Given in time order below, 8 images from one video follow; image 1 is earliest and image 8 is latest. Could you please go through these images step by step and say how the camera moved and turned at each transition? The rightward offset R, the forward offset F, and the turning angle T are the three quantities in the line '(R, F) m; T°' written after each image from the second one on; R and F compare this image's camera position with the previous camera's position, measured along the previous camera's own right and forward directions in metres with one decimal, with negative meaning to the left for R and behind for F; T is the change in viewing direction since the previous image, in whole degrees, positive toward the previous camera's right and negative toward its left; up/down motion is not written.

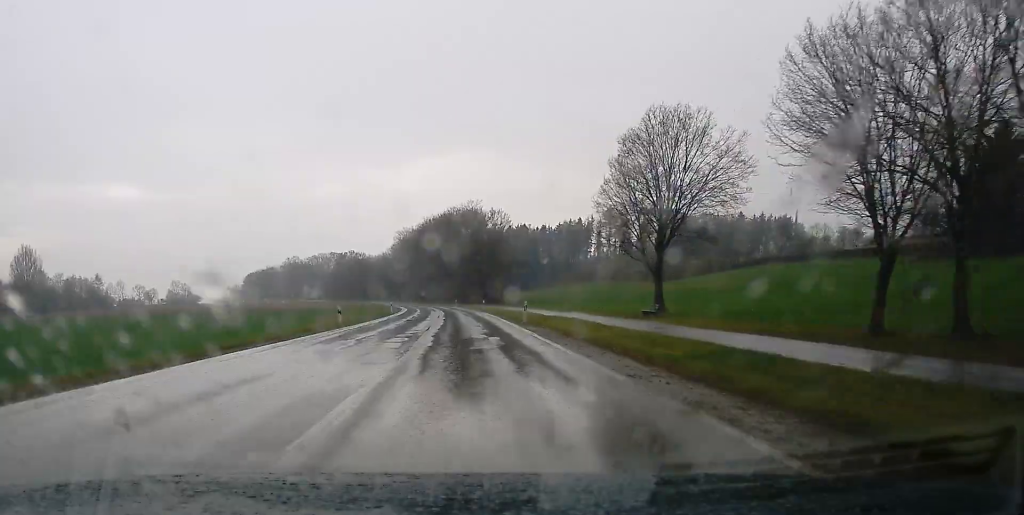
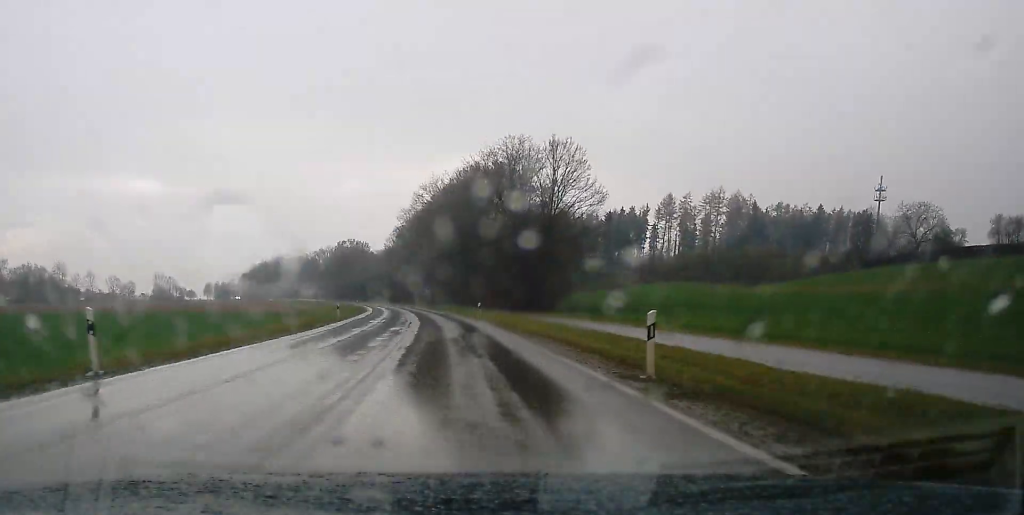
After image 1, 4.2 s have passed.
(-0.9, +68.4) m; -3°
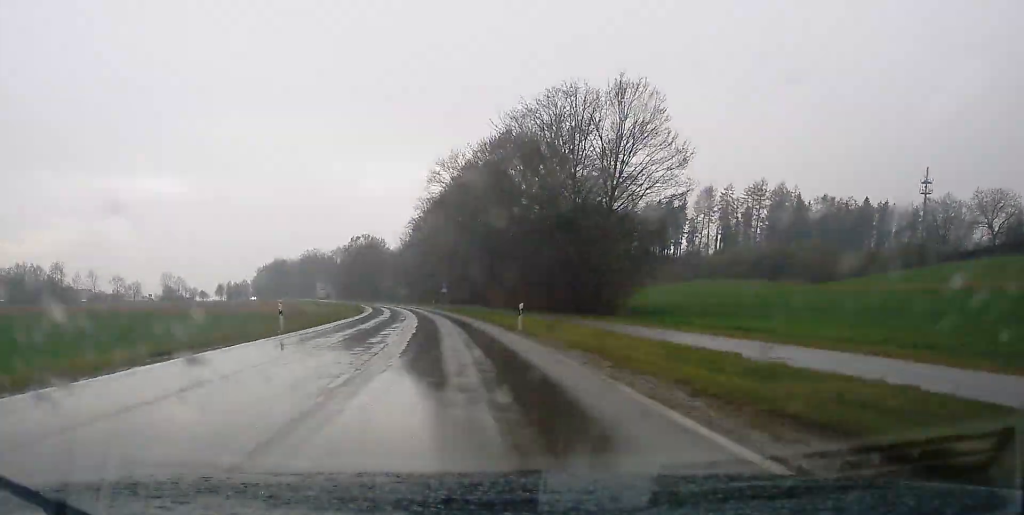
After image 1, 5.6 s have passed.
(-0.1, +22.7) m; -1°
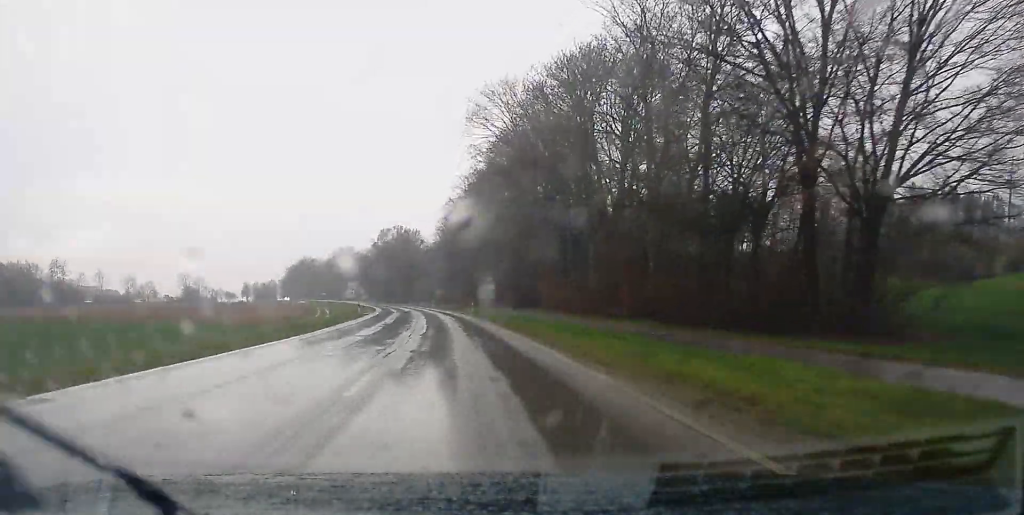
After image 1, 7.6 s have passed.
(-0.6, +34.4) m; -2°
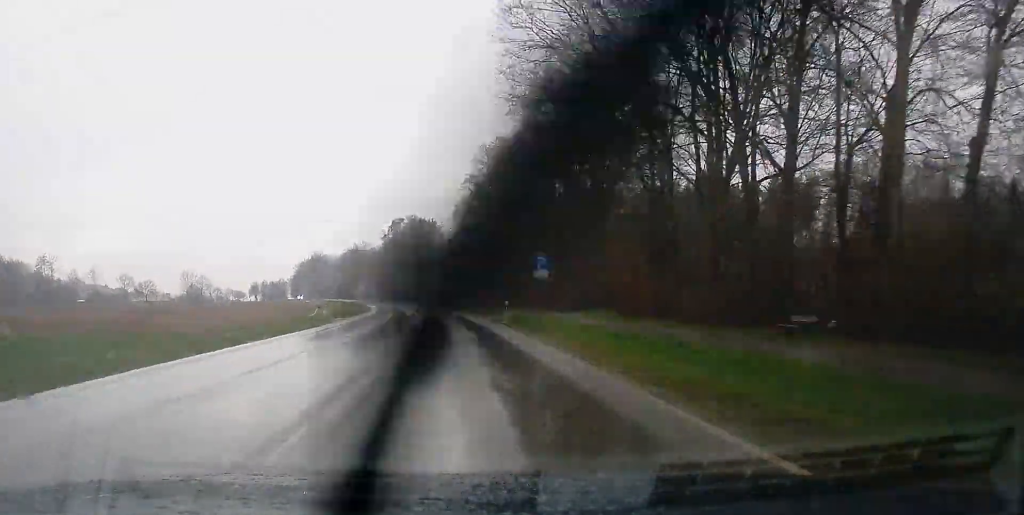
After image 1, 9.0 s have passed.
(-0.5, +23.8) m; -2°
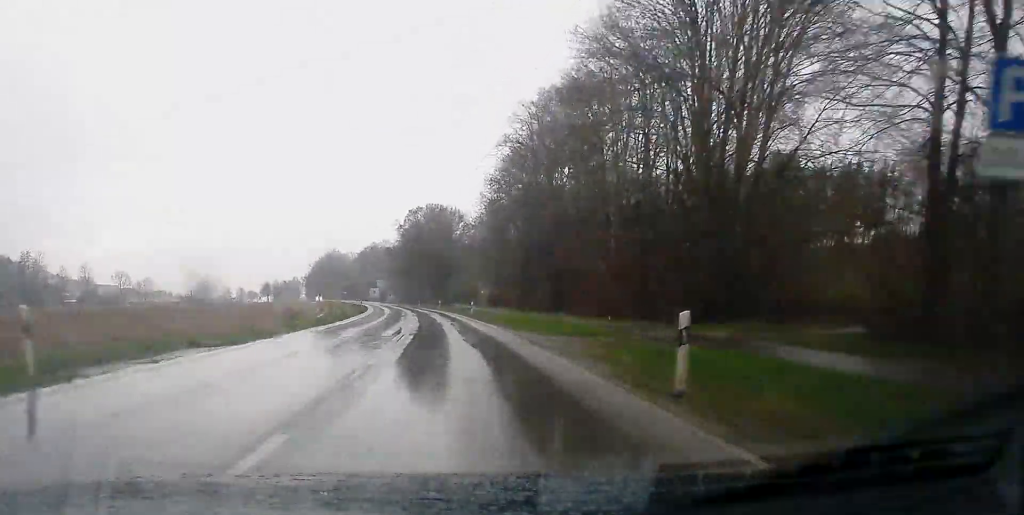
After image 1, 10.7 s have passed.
(-0.5, +27.4) m; -2°
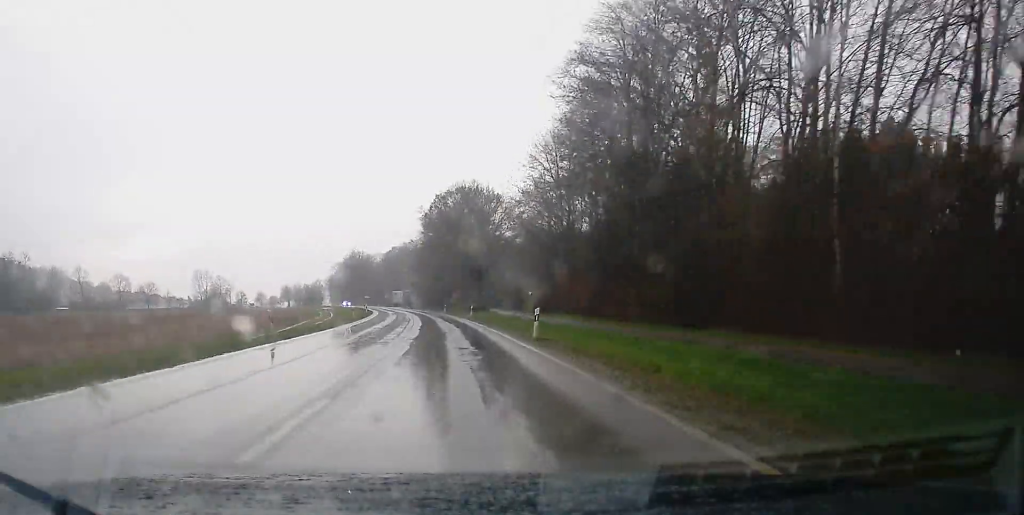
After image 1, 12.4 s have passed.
(-0.7, +30.8) m; -3°
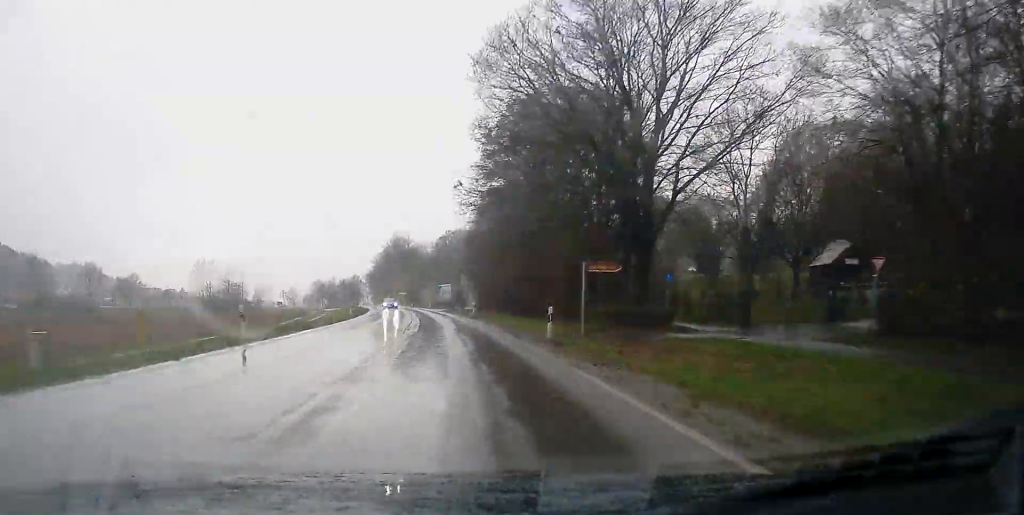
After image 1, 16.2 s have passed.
(-1.8, +69.0) m; -3°
